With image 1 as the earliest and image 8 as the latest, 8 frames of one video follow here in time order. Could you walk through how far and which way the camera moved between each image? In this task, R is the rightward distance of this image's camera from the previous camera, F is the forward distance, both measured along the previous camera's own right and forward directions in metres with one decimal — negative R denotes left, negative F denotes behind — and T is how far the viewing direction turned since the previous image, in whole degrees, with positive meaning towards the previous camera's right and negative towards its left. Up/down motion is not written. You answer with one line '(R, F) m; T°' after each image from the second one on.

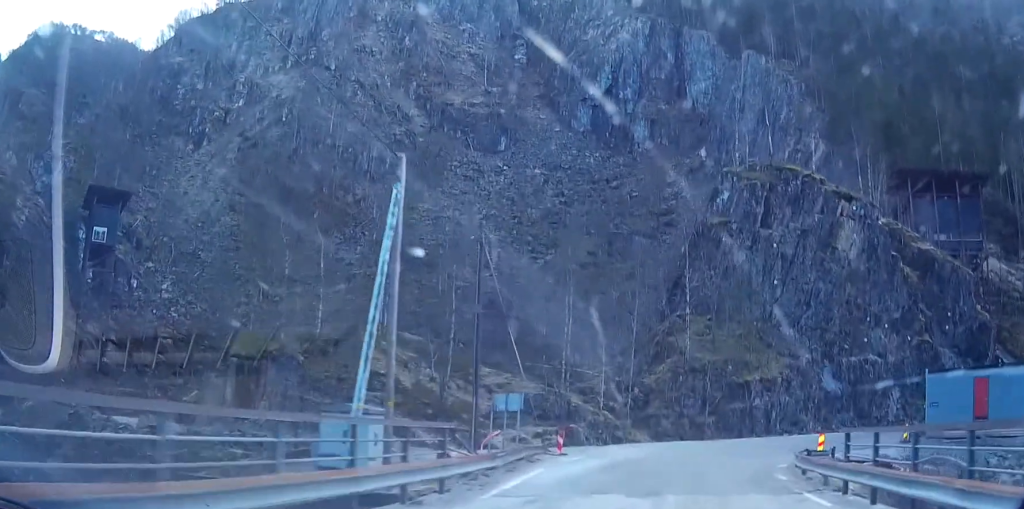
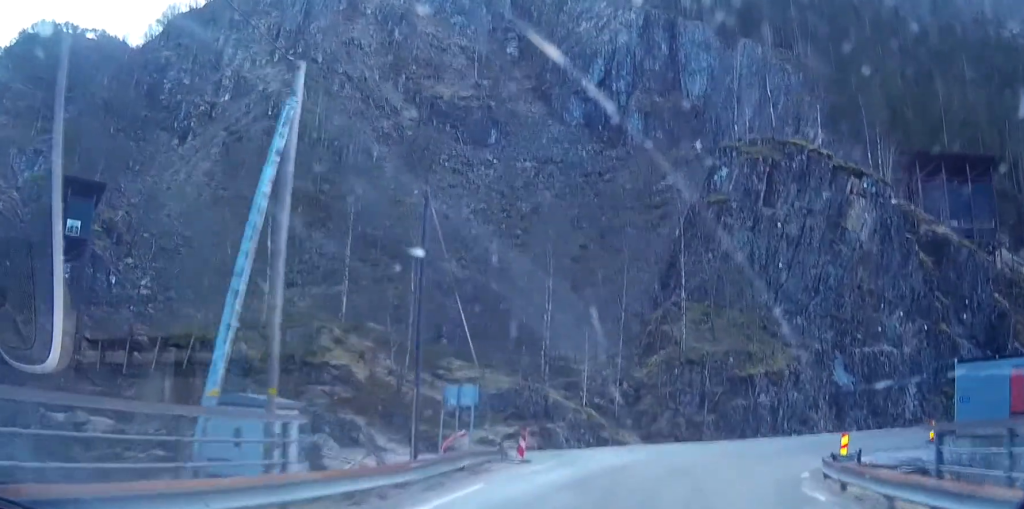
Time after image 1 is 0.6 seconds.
(-0.2, +5.4) m; -3°
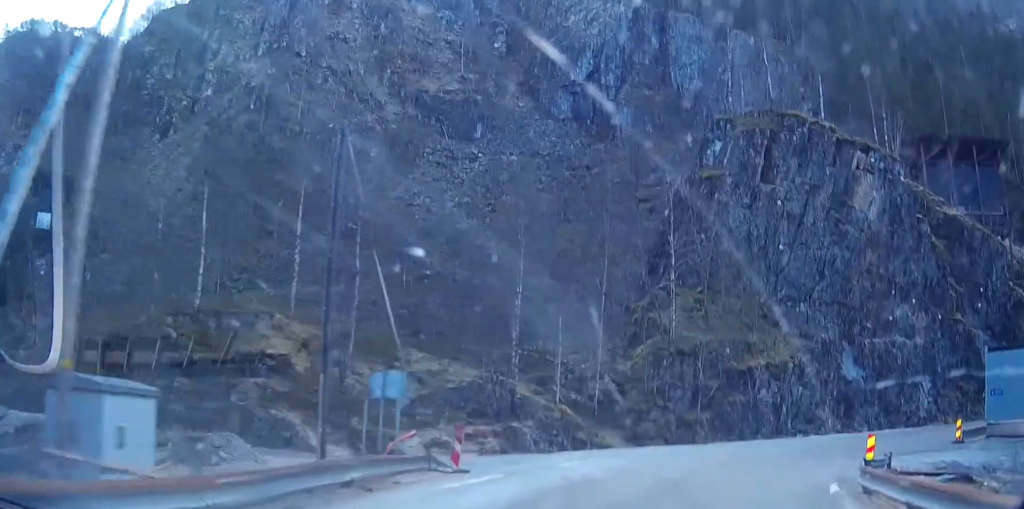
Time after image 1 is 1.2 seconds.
(-0.1, +4.5) m; +10°
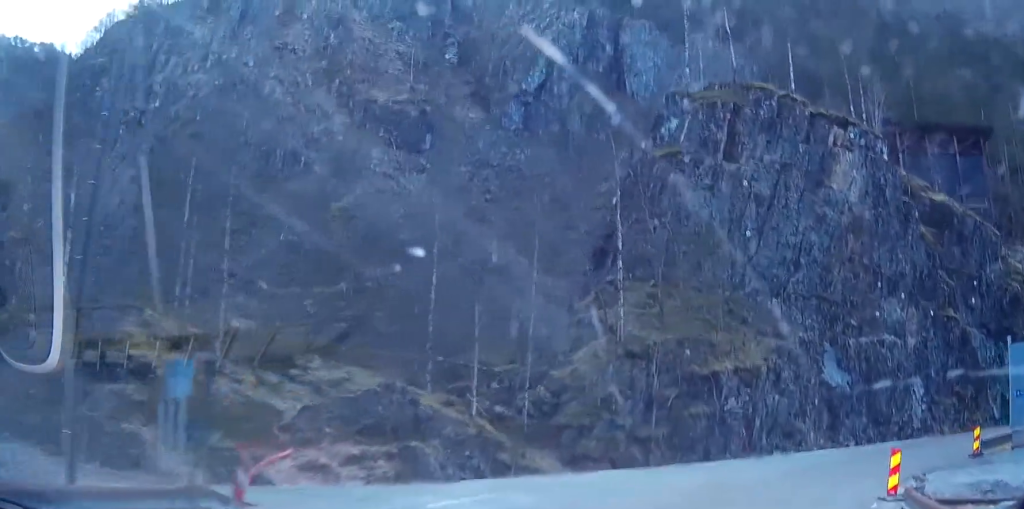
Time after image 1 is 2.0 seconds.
(+0.3, +4.9) m; +20°
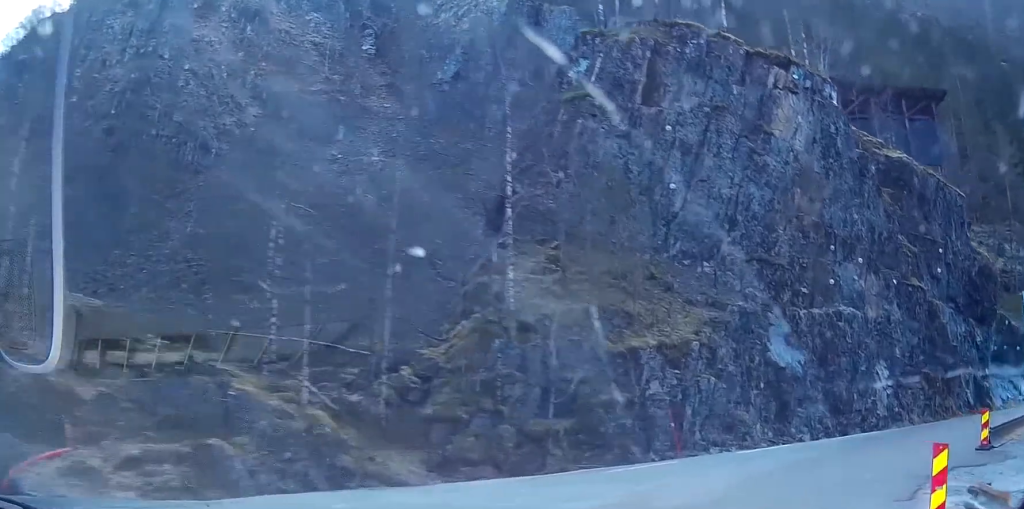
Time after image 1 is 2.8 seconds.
(+1.8, +4.8) m; +21°
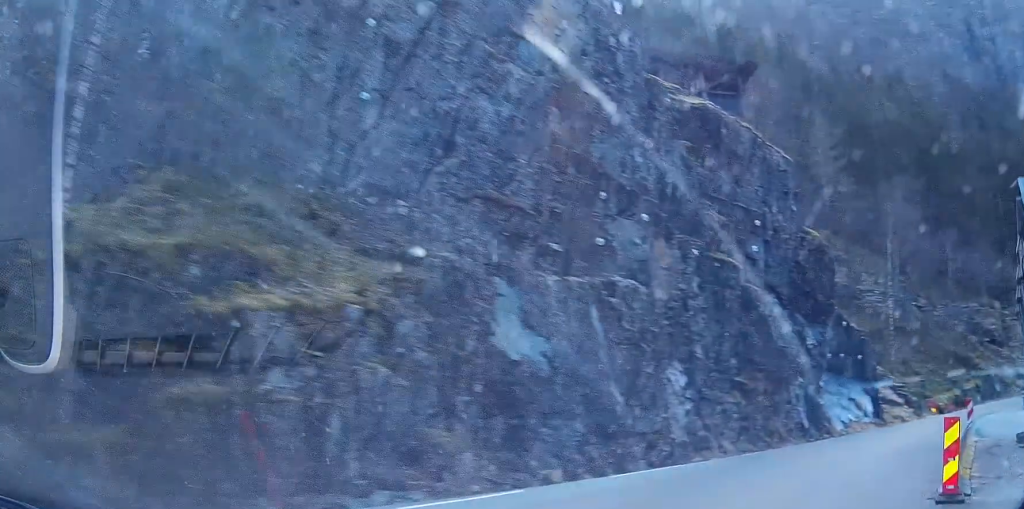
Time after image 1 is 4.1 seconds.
(0.0, +8.6) m; +2°
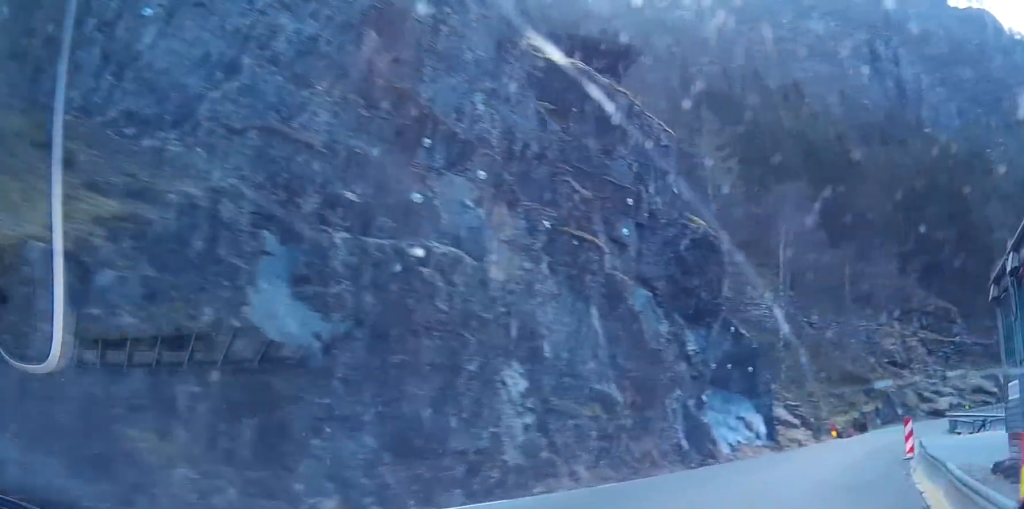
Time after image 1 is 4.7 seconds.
(-0.1, +4.7) m; +3°
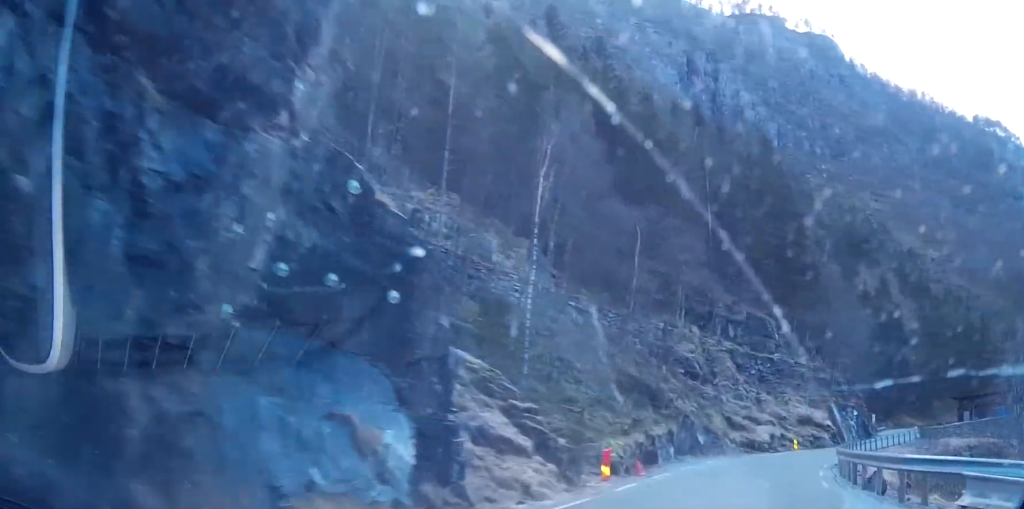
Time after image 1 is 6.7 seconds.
(+2.3, +19.0) m; +9°
